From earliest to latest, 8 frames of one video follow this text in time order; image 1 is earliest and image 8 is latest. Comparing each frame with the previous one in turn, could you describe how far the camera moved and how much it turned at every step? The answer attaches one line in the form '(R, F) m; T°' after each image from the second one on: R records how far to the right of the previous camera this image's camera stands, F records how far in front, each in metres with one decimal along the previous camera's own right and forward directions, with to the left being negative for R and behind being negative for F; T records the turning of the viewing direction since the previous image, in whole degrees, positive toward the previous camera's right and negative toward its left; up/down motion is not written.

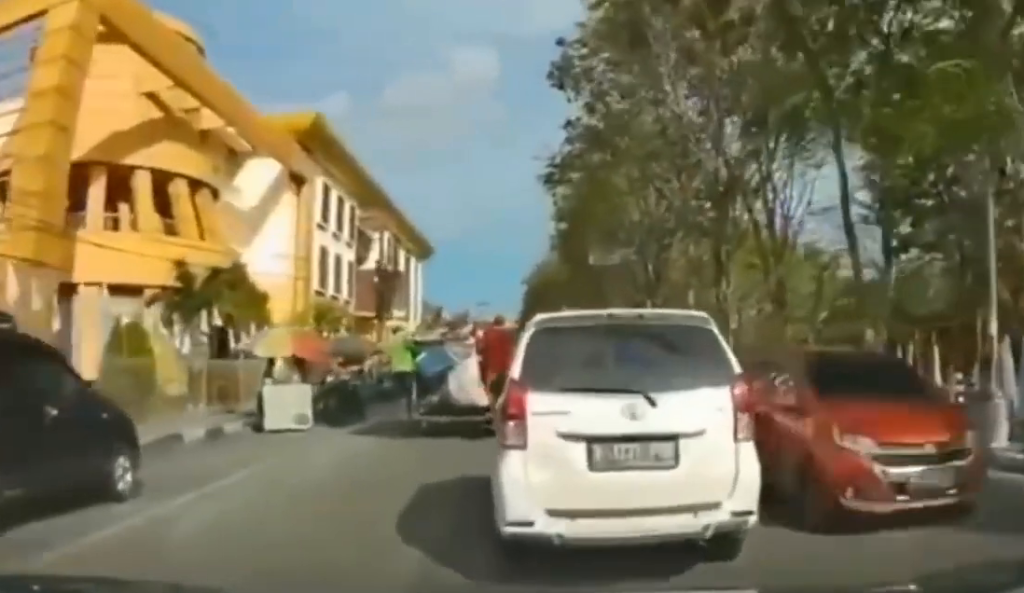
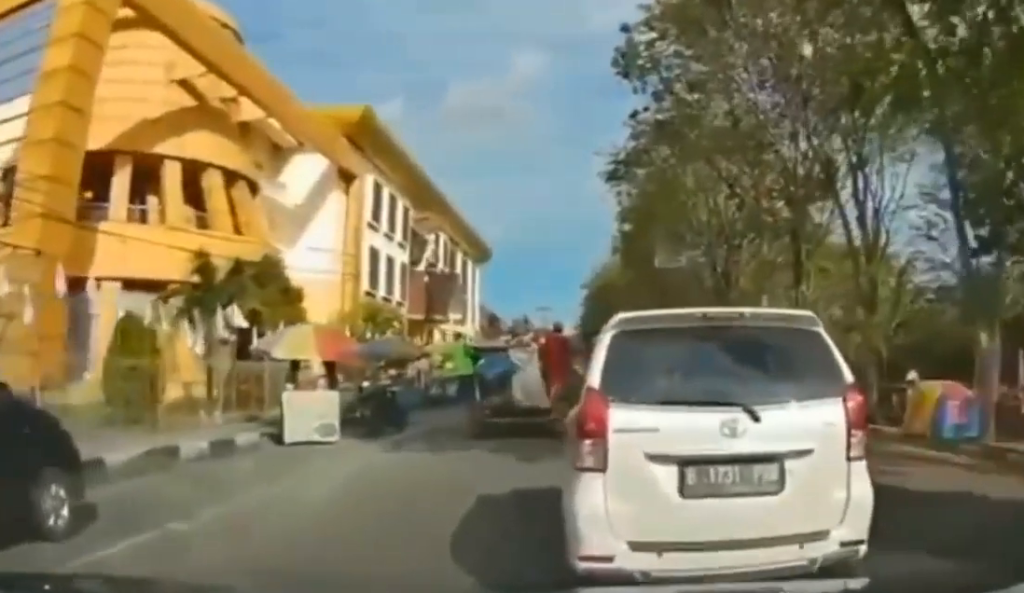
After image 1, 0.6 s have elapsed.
(-0.7, +3.5) m; -11°
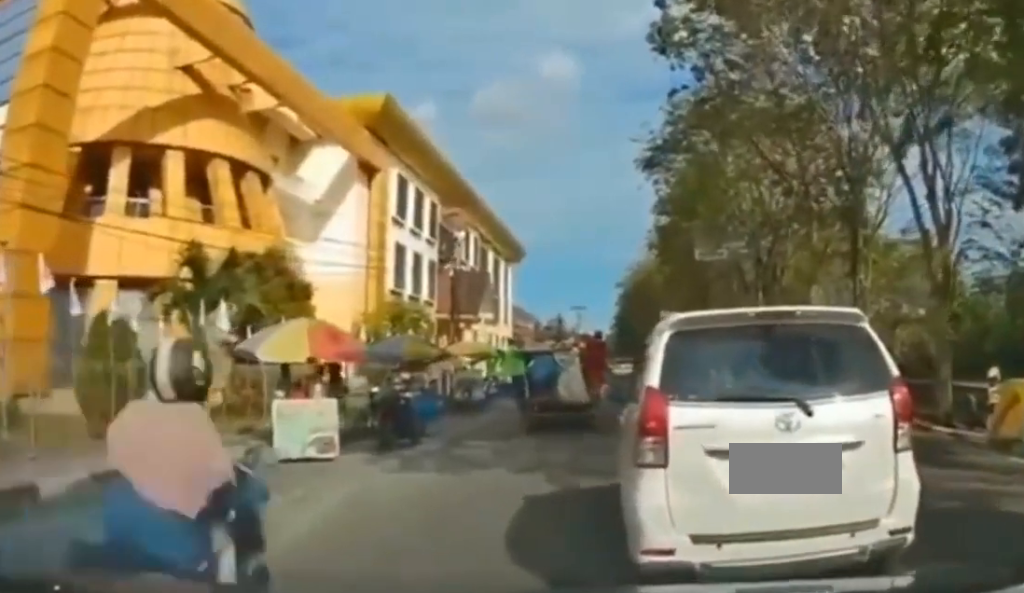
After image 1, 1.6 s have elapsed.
(-0.3, +5.2) m; -13°
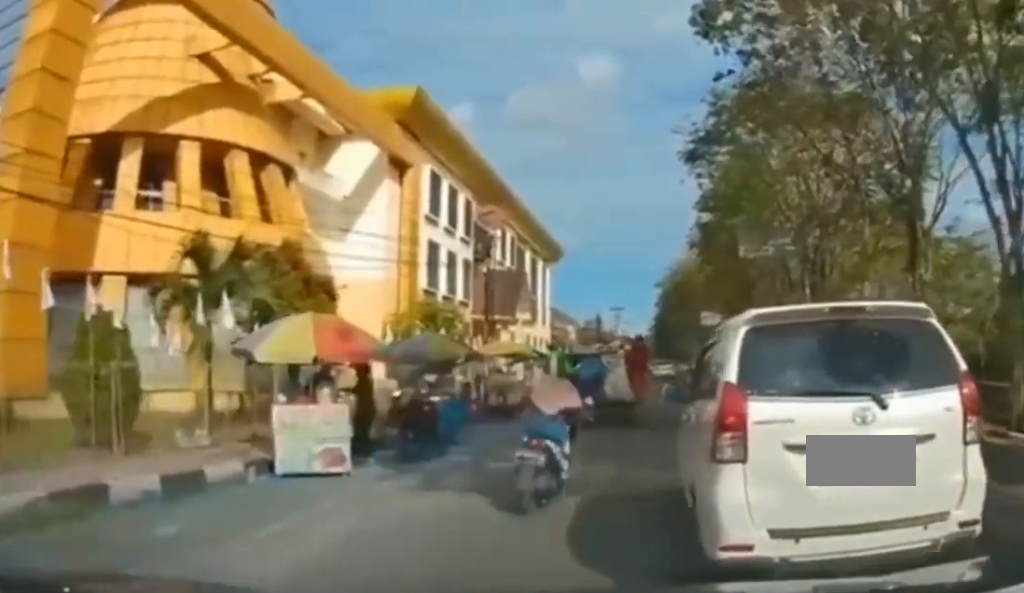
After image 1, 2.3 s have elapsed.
(-0.4, +2.7) m; -11°
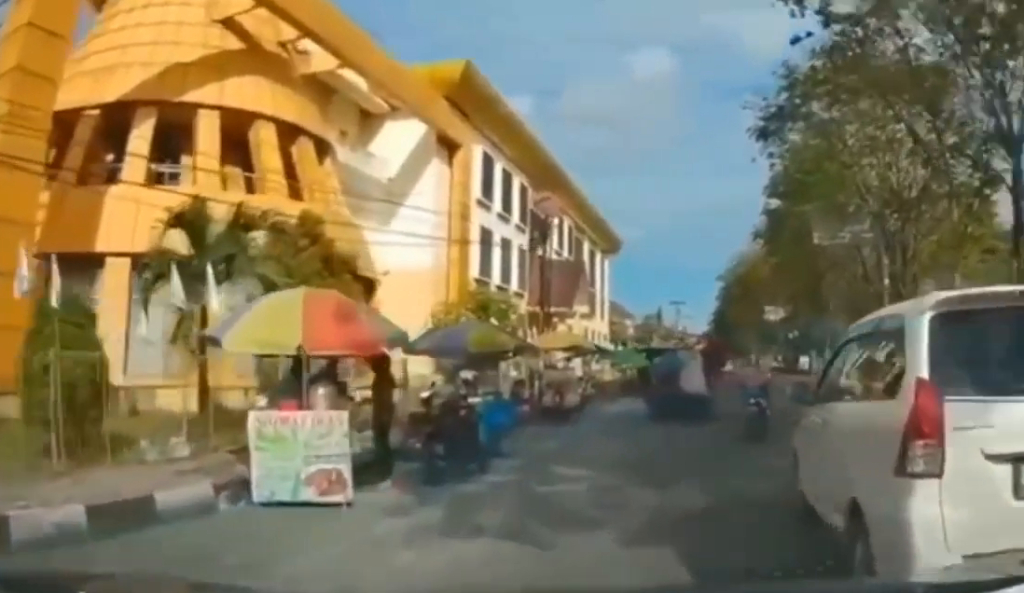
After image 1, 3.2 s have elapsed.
(-0.5, +3.4) m; -12°
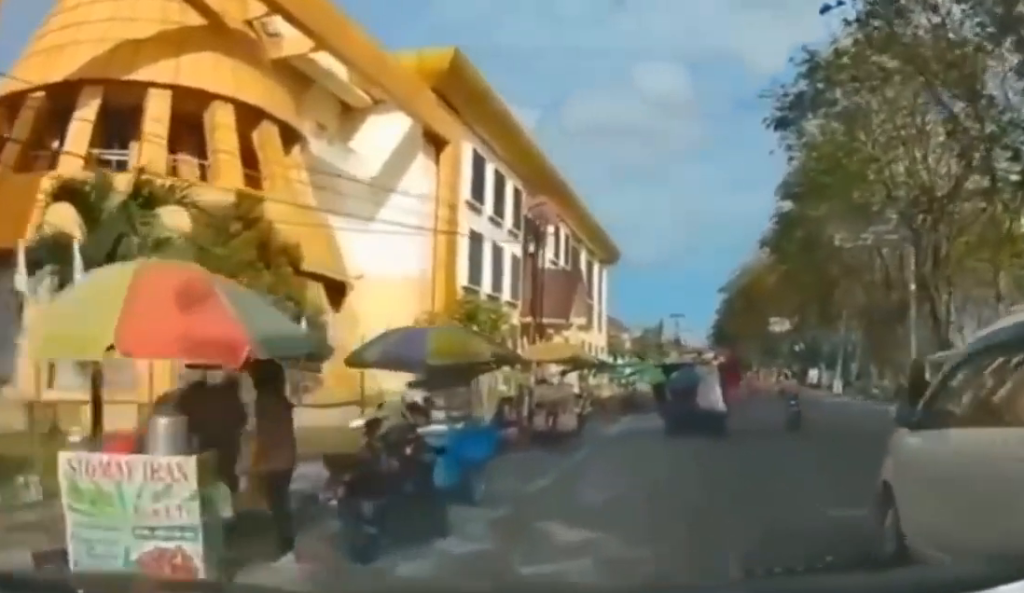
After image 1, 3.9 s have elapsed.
(-0.2, +2.3) m; -4°
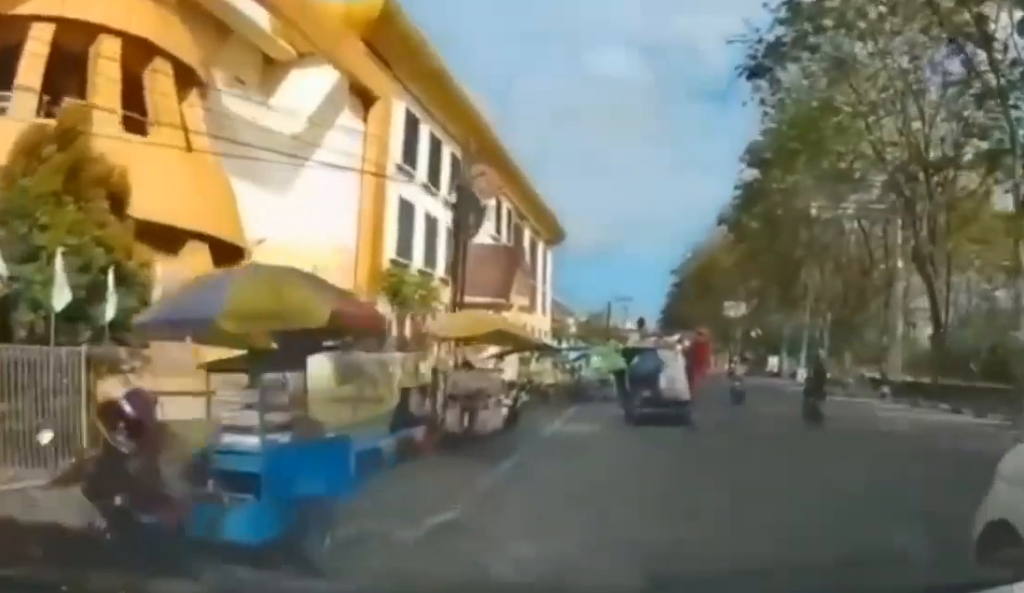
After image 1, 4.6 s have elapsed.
(-0.1, +2.2) m; +4°
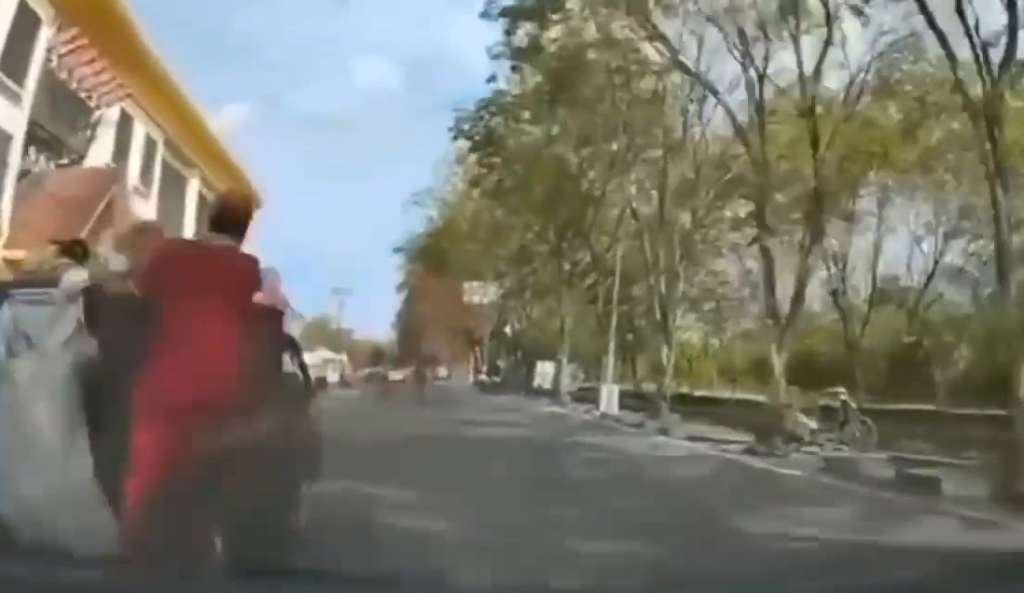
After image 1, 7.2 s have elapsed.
(-1.5, +13.3) m; -3°
